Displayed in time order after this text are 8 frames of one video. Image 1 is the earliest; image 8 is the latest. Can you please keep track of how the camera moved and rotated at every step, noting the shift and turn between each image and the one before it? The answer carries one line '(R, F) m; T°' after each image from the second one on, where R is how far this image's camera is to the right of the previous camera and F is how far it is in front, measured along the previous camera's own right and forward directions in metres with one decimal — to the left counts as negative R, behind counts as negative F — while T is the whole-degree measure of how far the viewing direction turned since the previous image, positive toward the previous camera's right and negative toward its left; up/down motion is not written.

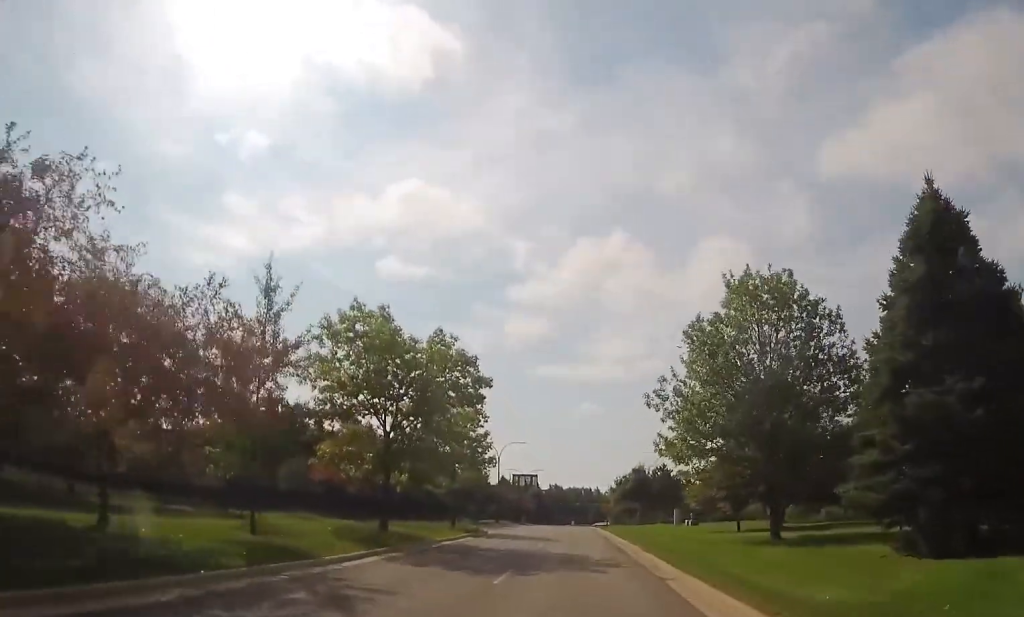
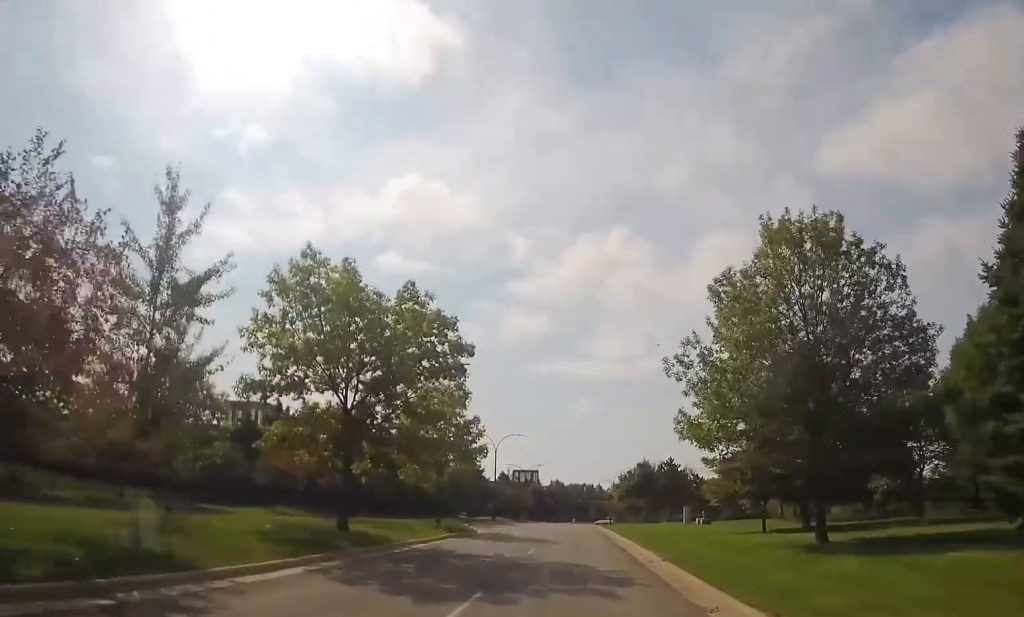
(-0.2, +5.9) m; -1°
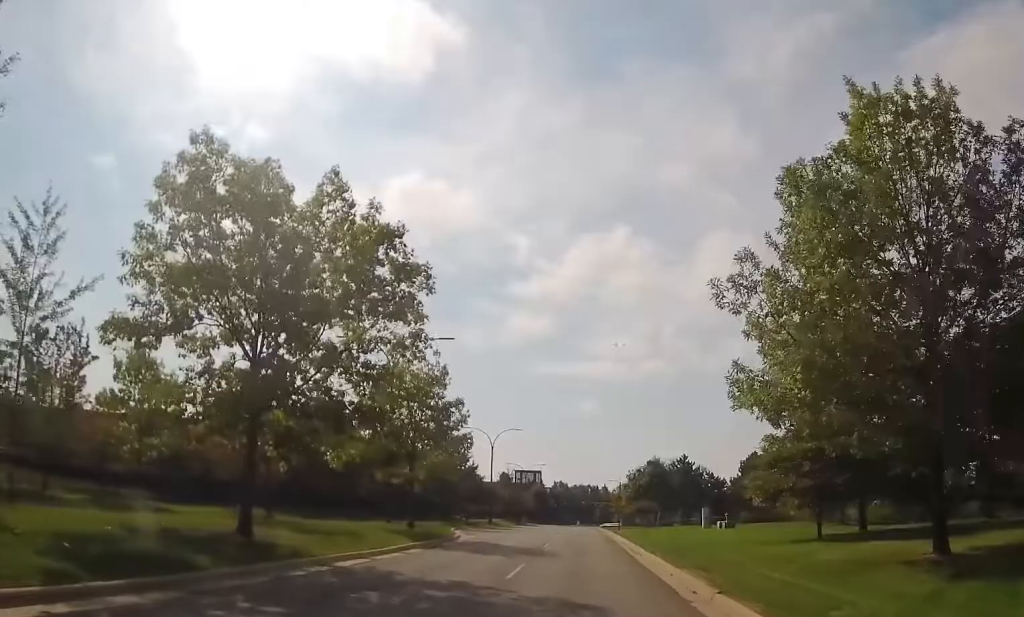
(-0.1, +8.4) m; -1°
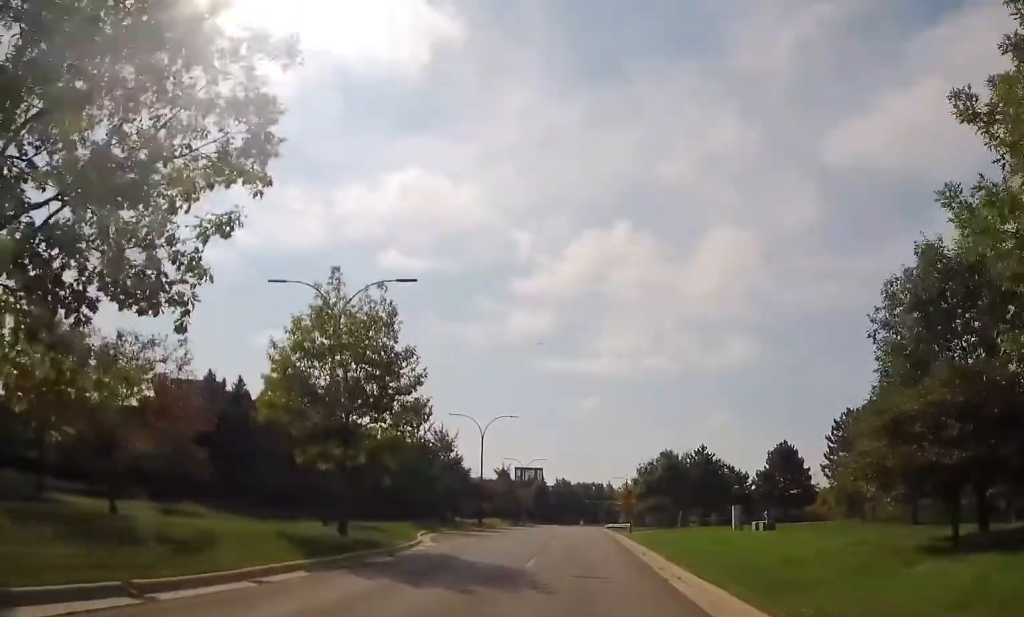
(0.0, +11.1) m; -1°
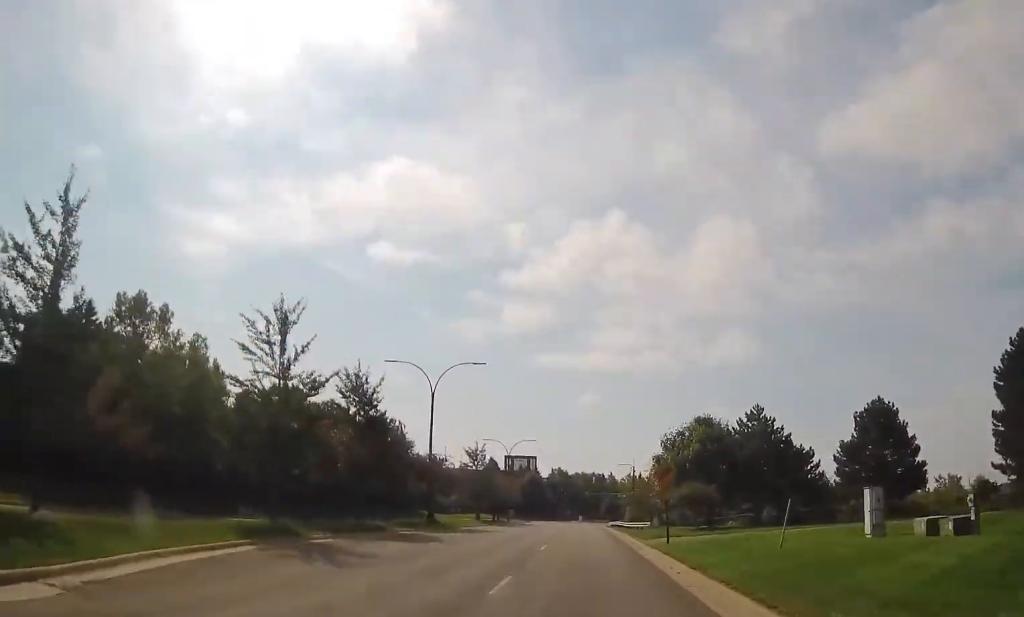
(-0.7, +24.3) m; -2°
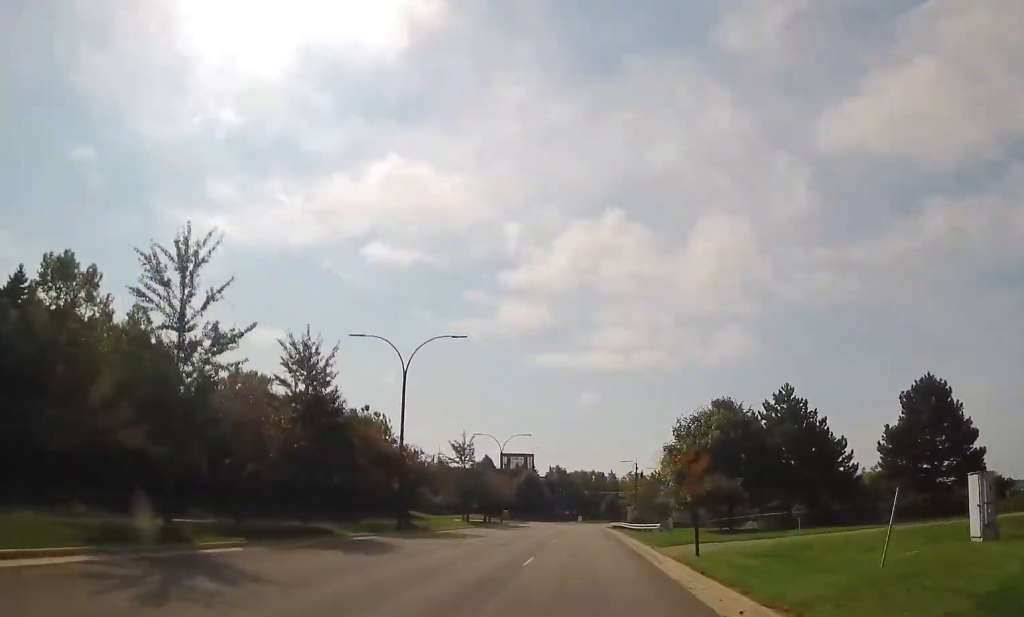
(0.0, +7.8) m; 0°
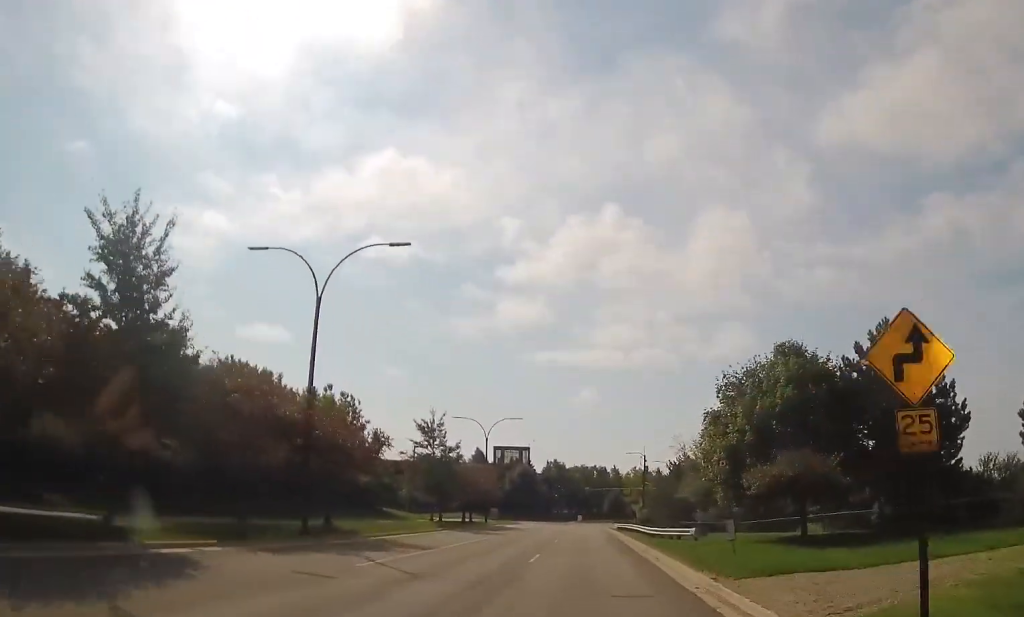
(-0.2, +15.0) m; -1°
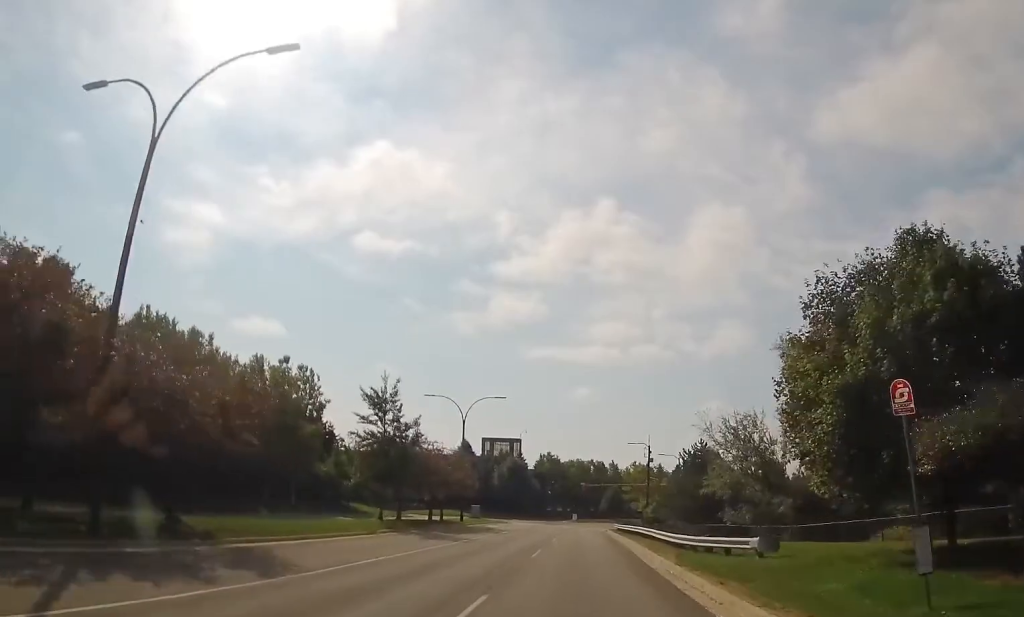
(0.0, +13.0) m; +2°
